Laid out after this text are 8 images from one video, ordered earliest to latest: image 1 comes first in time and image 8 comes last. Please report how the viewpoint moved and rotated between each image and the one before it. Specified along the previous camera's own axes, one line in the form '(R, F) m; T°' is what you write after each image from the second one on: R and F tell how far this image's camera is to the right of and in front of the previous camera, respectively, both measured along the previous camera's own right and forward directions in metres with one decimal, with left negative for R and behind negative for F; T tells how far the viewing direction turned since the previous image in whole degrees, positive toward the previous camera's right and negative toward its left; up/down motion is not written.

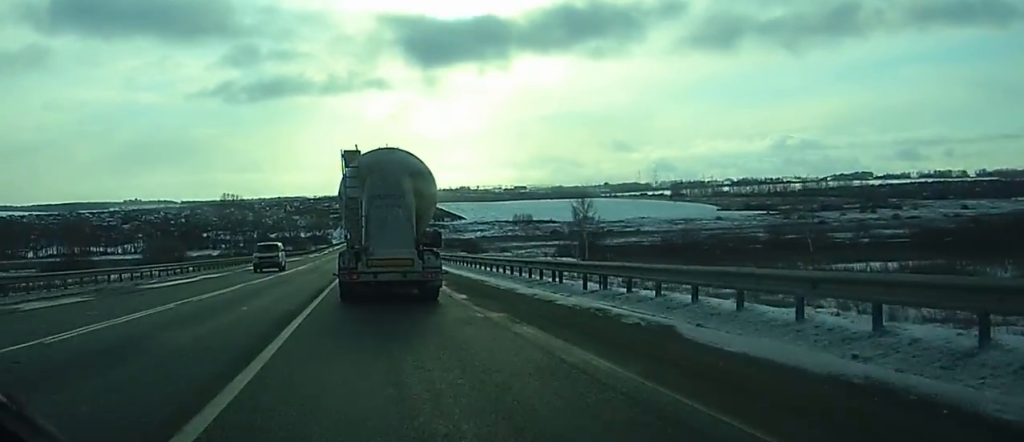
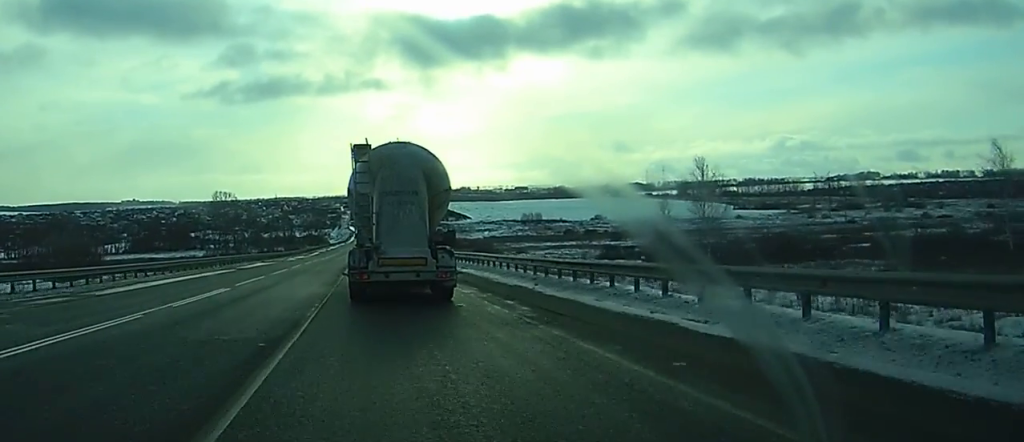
(-0.1, +39.0) m; 0°
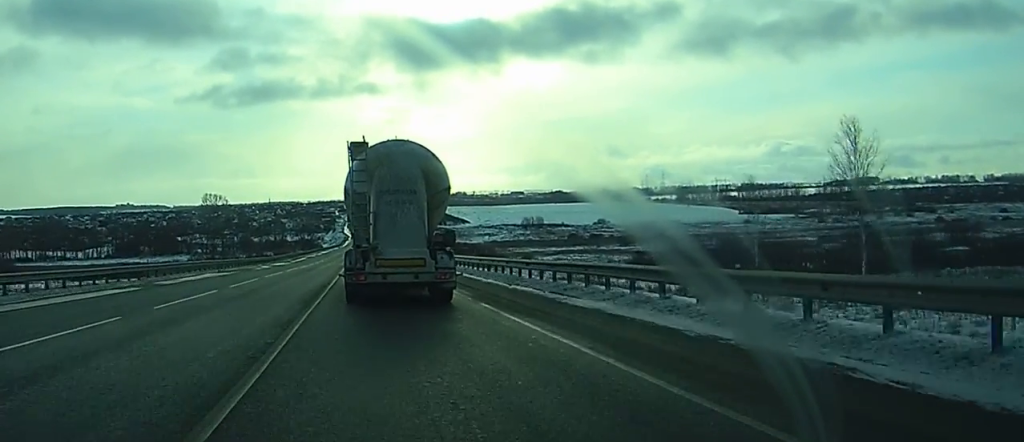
(+0.1, +23.8) m; 0°
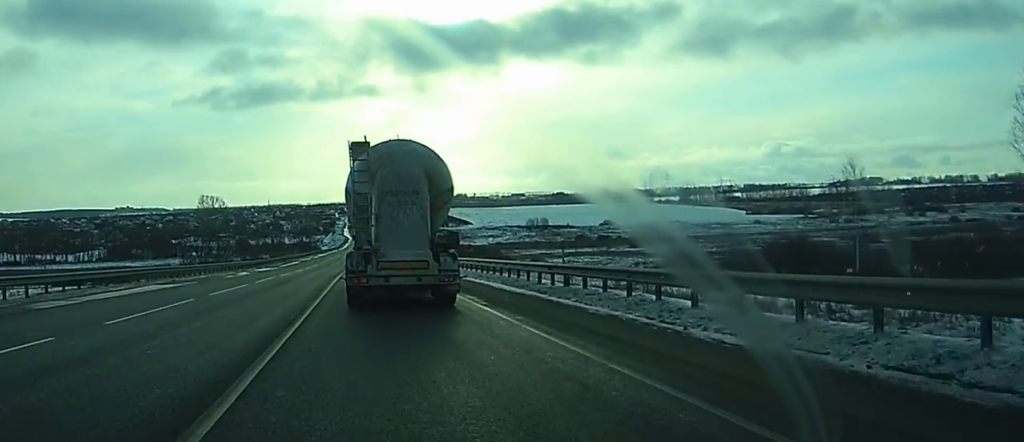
(0.0, +15.6) m; 0°
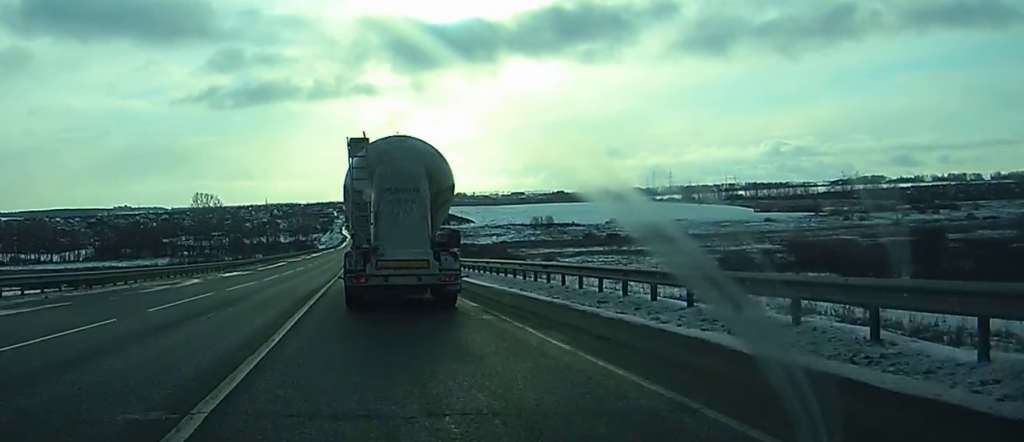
(+0.1, +19.8) m; 0°
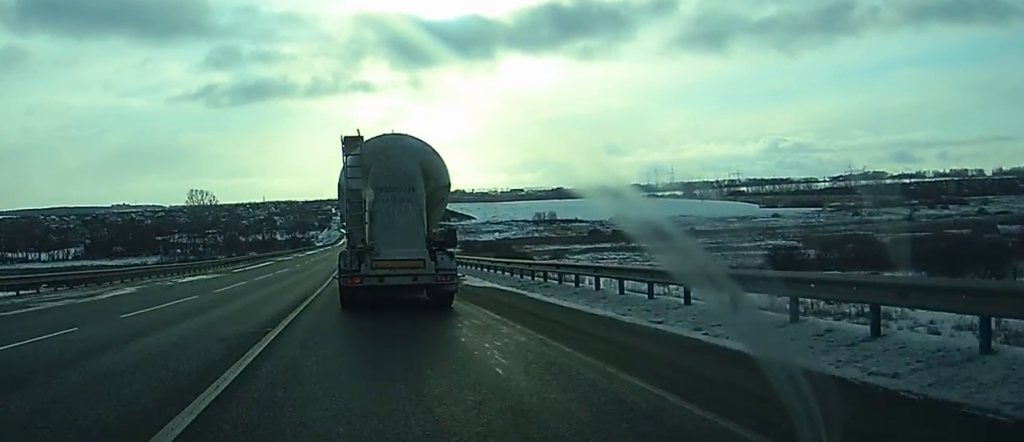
(0.0, +14.0) m; 0°
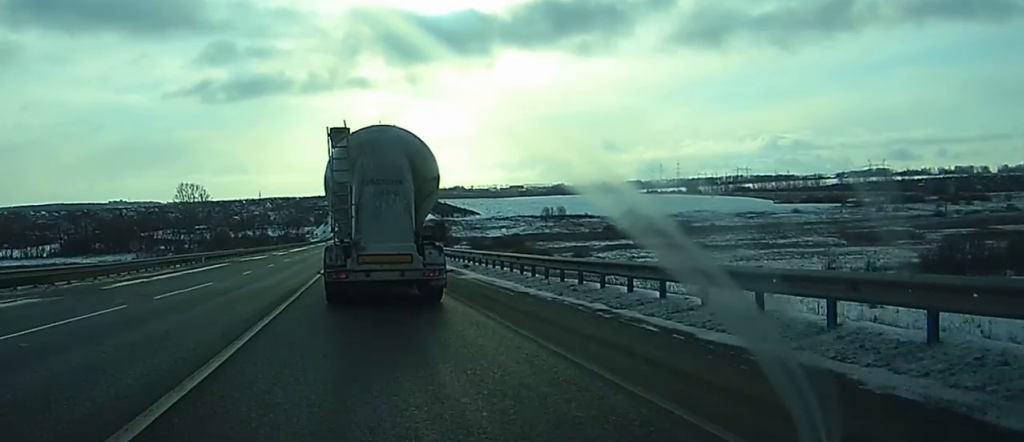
(+0.1, +31.4) m; 0°
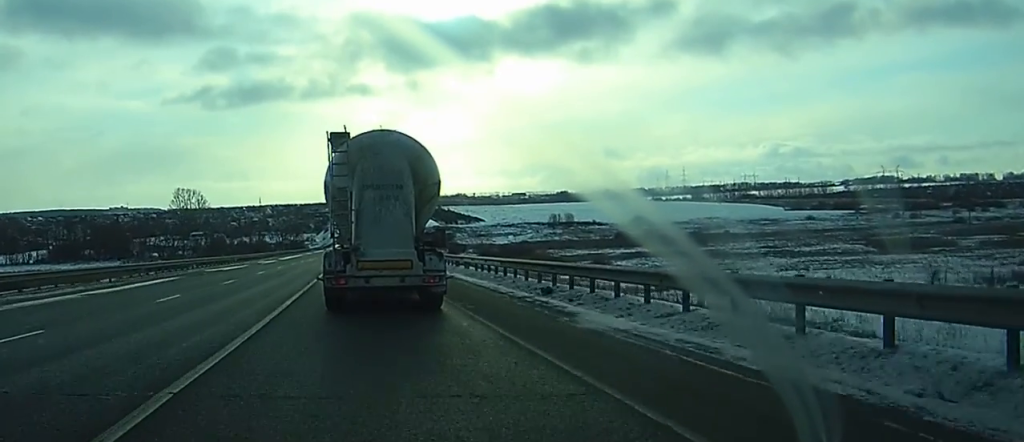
(+0.1, +17.3) m; 0°
